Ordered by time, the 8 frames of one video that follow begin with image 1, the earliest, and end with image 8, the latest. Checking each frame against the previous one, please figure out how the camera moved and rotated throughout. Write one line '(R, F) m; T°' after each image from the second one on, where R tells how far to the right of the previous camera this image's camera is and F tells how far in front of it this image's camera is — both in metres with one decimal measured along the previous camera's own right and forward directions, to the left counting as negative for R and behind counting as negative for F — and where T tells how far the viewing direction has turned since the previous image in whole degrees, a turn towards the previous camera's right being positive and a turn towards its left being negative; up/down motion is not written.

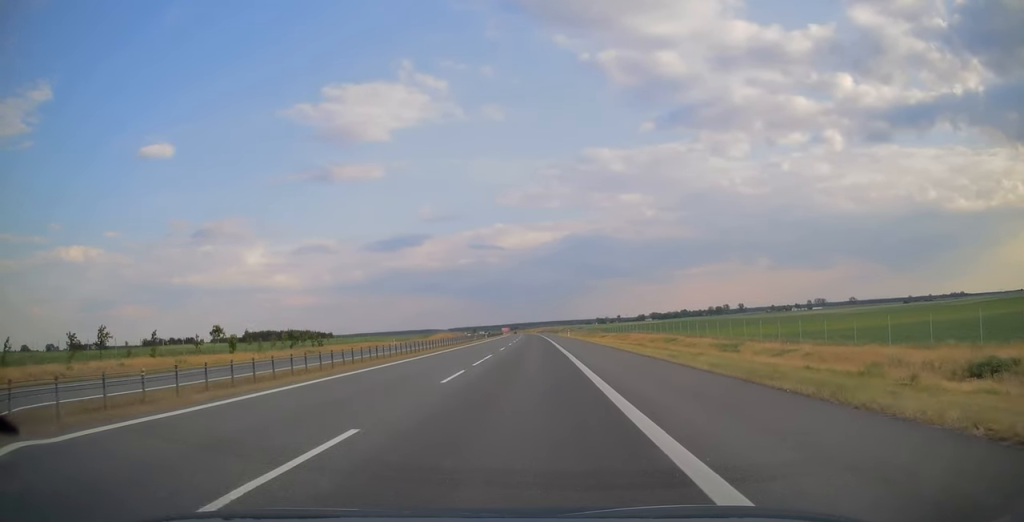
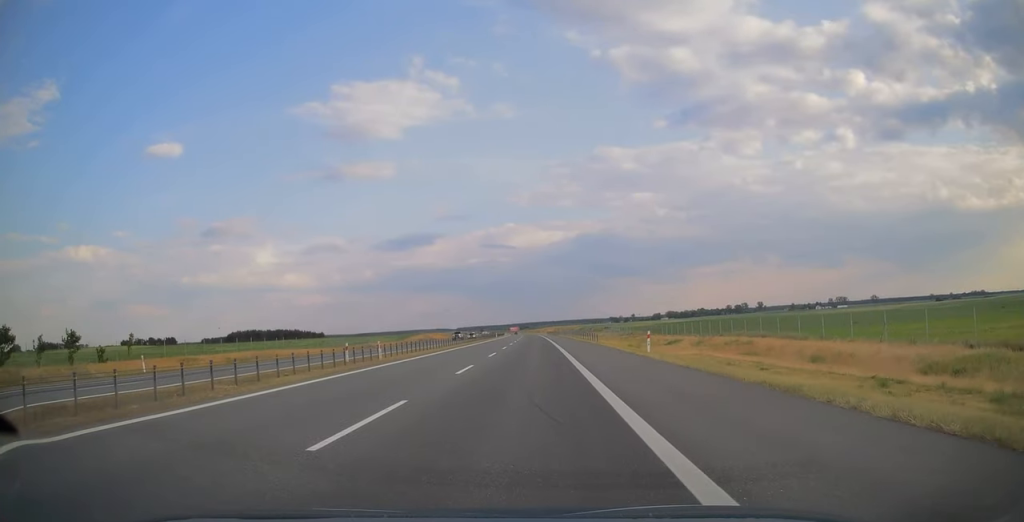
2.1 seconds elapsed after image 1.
(-0.4, +68.6) m; -1°
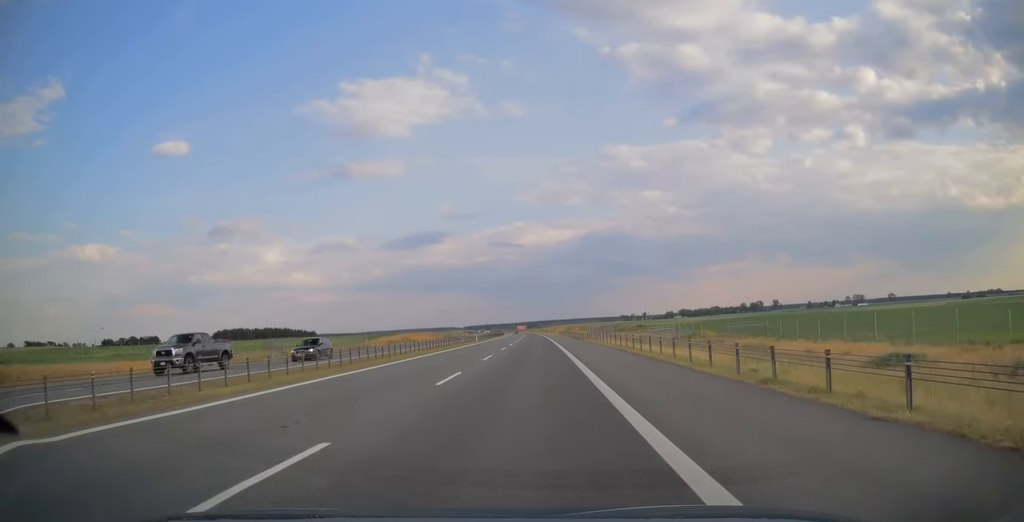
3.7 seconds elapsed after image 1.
(-0.4, +51.8) m; -1°
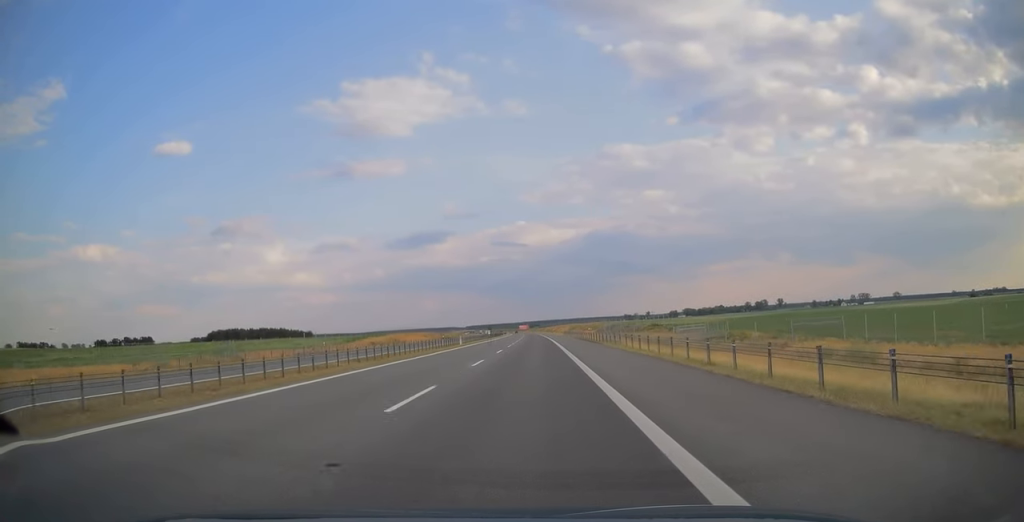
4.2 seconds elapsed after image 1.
(0.0, +16.9) m; 0°
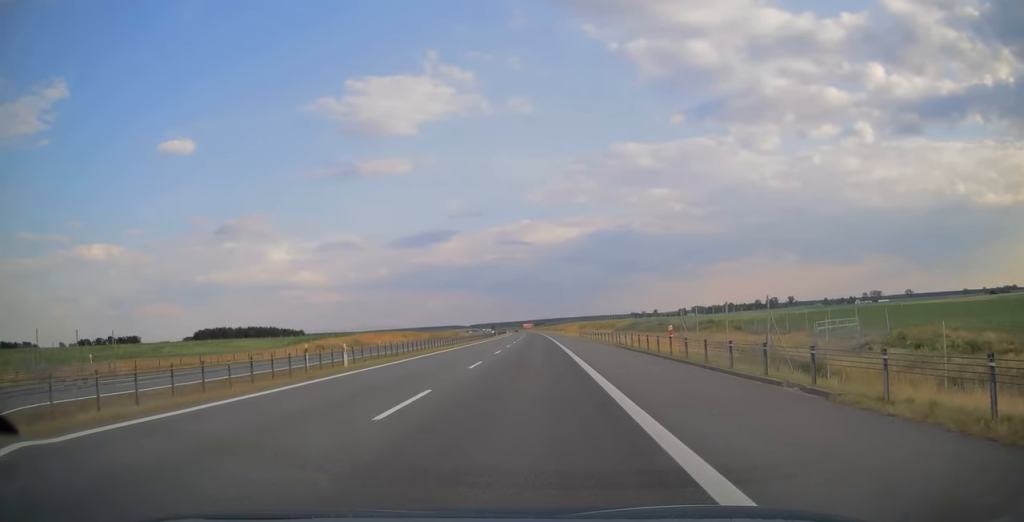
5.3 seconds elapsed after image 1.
(-0.1, +37.2) m; 0°
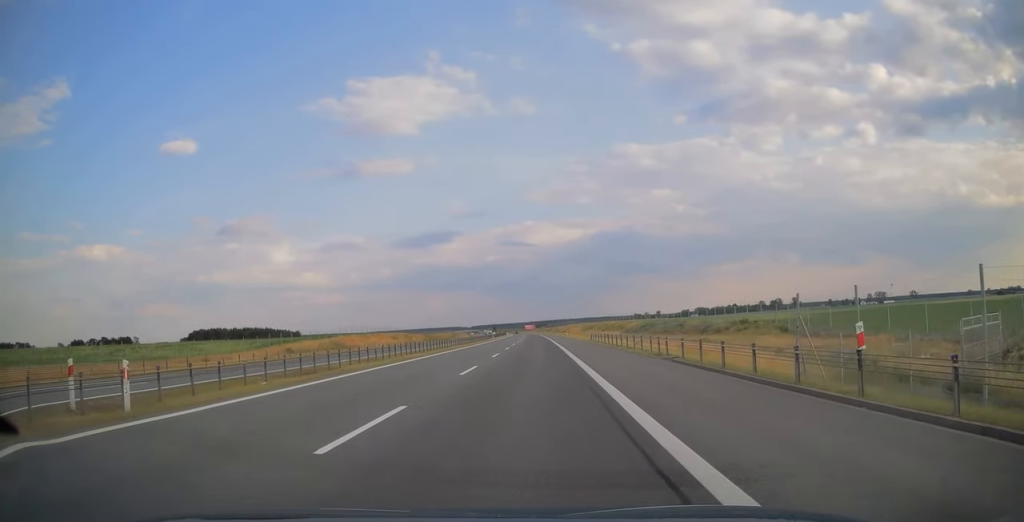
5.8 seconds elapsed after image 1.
(-0.1, +14.2) m; 0°
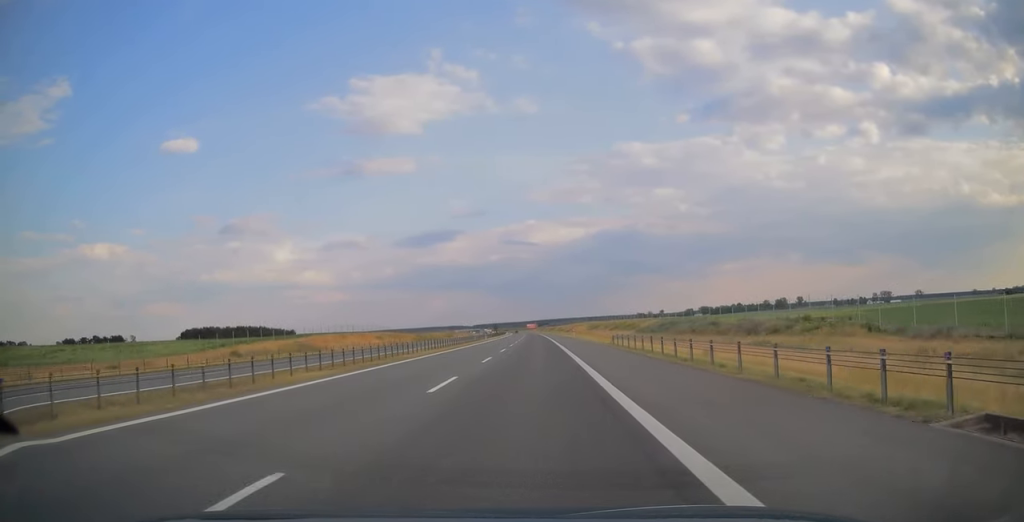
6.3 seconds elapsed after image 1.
(0.0, +17.4) m; 0°
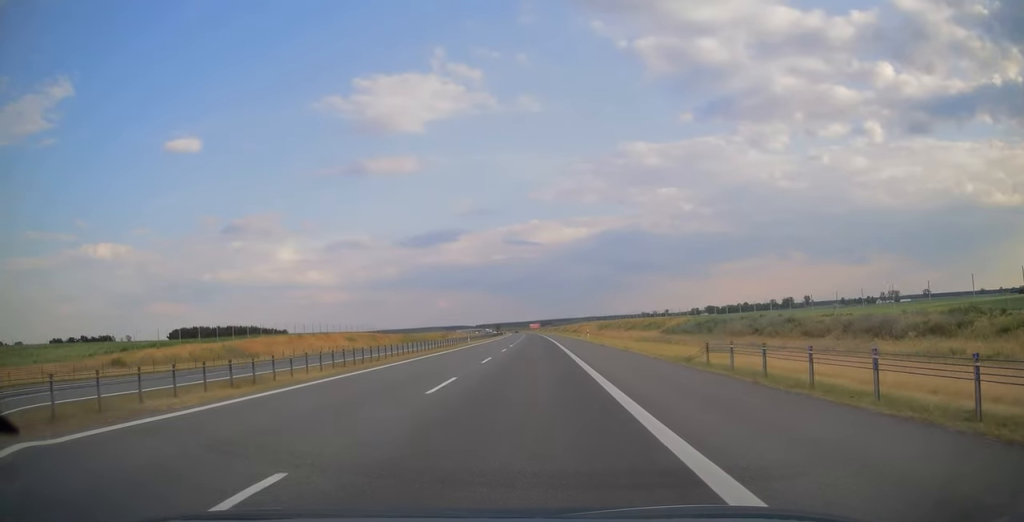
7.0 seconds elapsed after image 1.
(-0.1, +24.0) m; 0°
